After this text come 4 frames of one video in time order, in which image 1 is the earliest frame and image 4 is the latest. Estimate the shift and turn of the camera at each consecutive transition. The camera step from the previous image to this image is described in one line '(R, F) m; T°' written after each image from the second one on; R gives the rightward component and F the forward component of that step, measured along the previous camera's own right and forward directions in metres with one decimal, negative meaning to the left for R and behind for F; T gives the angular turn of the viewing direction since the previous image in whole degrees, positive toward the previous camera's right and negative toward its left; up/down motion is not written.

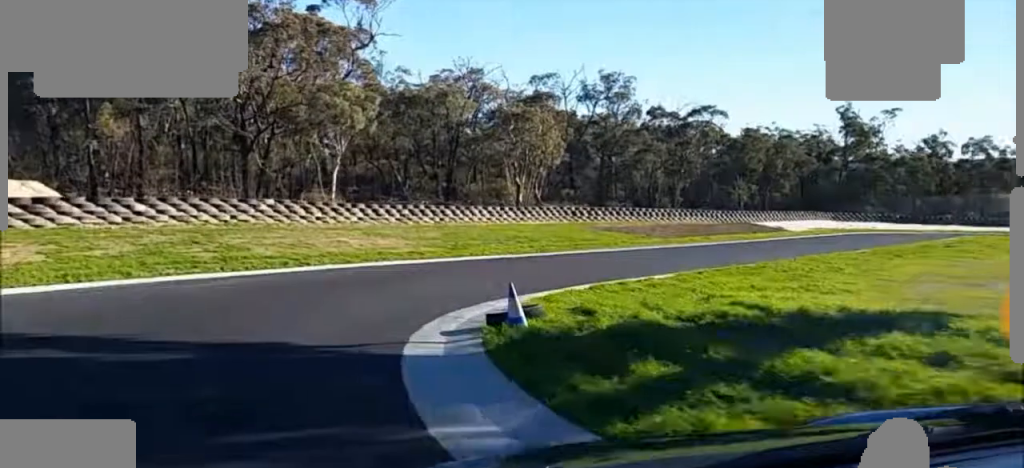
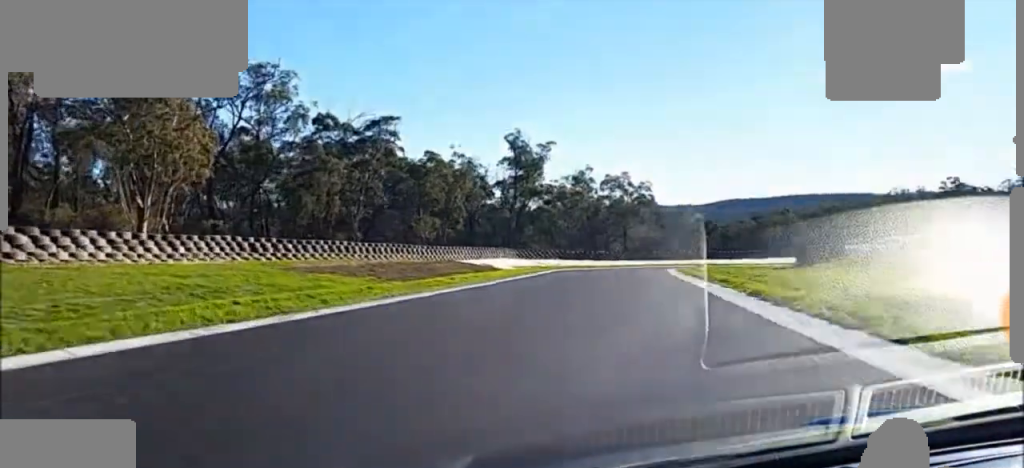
(+3.0, +21.9) m; +10°
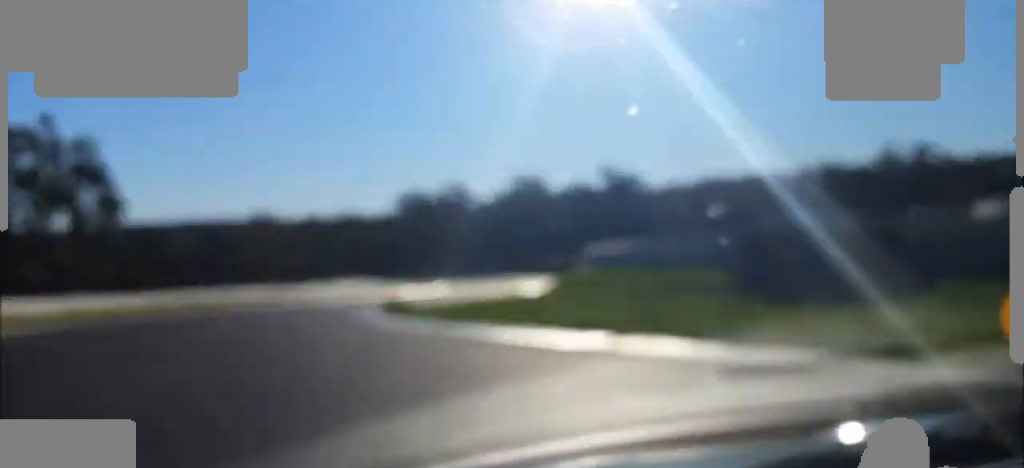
(+12.1, +54.0) m; +44°
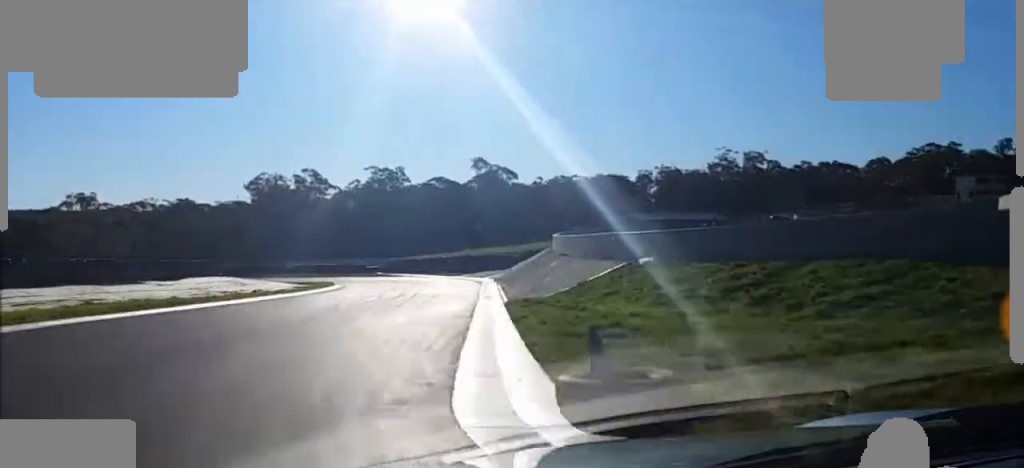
(+5.6, +19.8) m; +19°
